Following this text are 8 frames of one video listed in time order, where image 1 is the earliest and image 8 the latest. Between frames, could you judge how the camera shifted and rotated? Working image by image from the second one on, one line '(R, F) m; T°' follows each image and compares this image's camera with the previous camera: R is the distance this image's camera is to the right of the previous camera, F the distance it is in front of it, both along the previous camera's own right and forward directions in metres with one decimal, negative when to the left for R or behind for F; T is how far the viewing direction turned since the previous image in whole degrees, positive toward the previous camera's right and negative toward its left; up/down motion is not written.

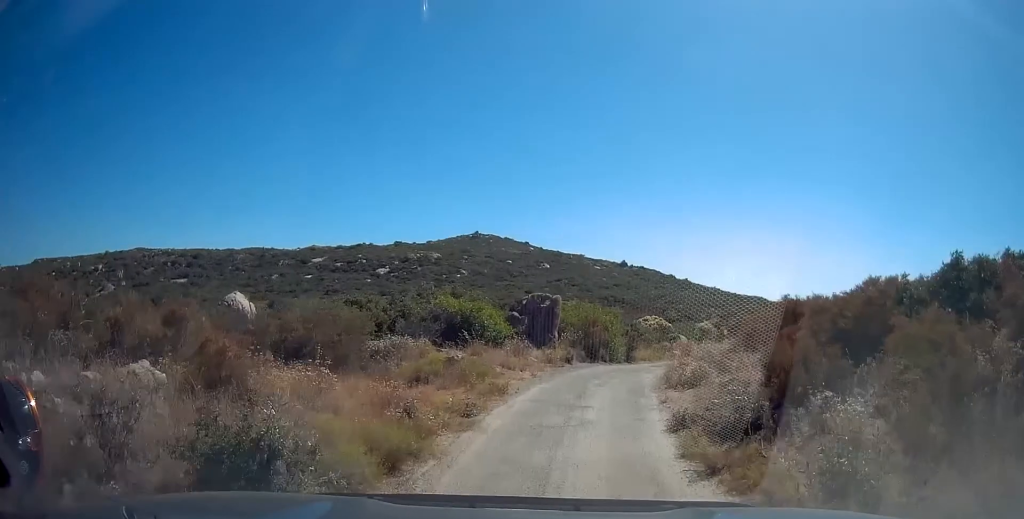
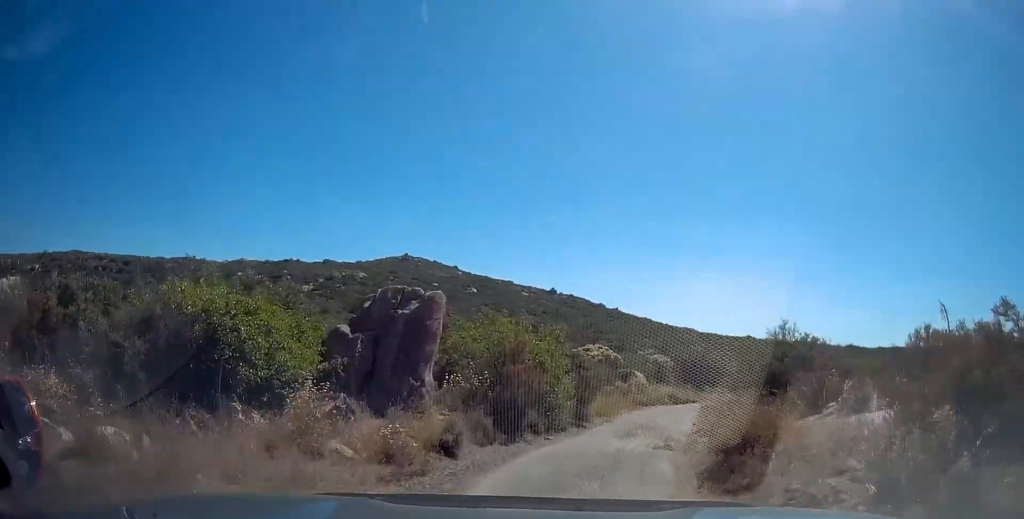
(+0.9, +15.4) m; +9°
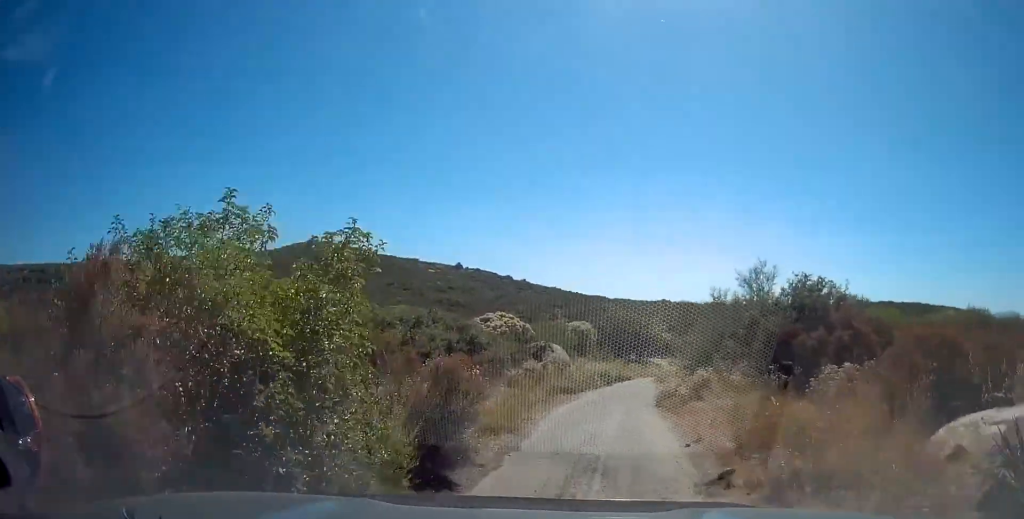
(+0.8, +10.4) m; +6°
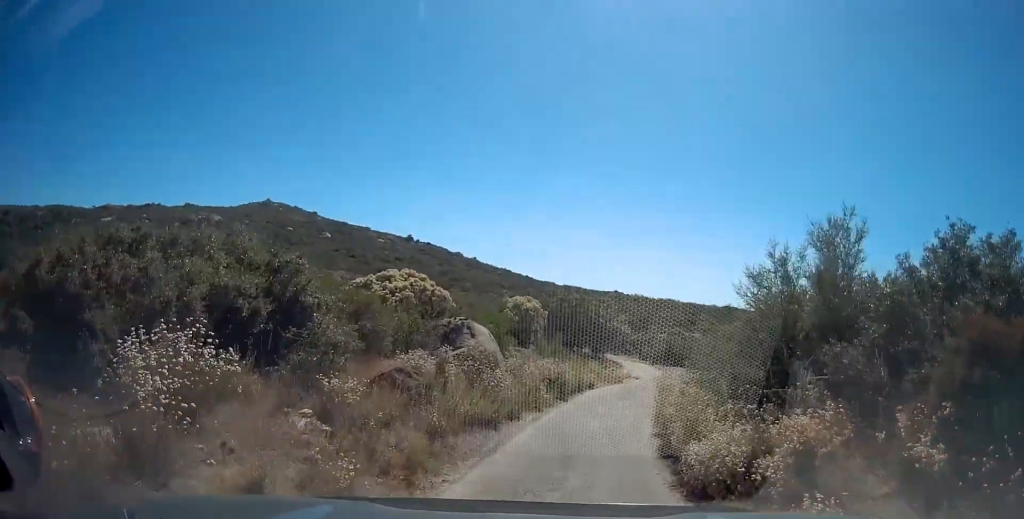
(+0.4, +11.4) m; +6°
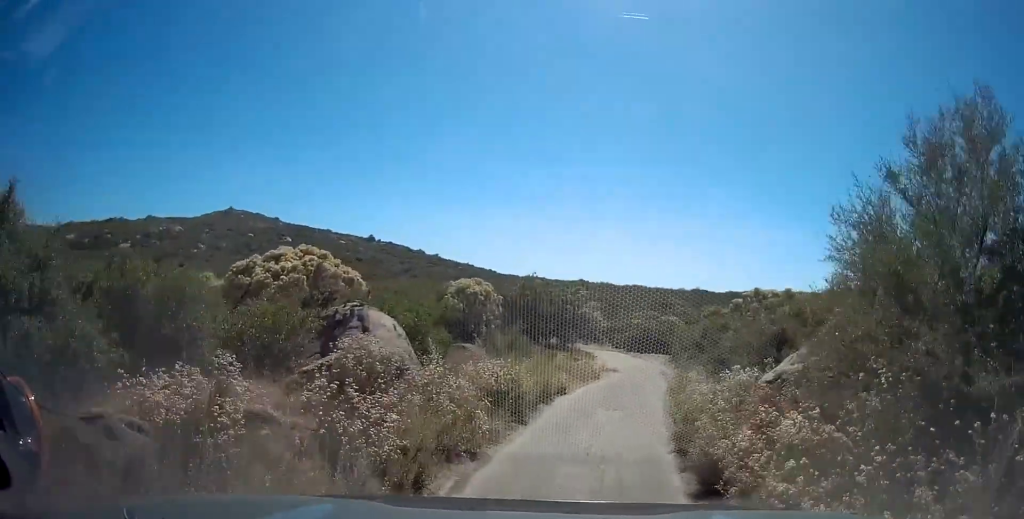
(+0.3, +6.6) m; +4°
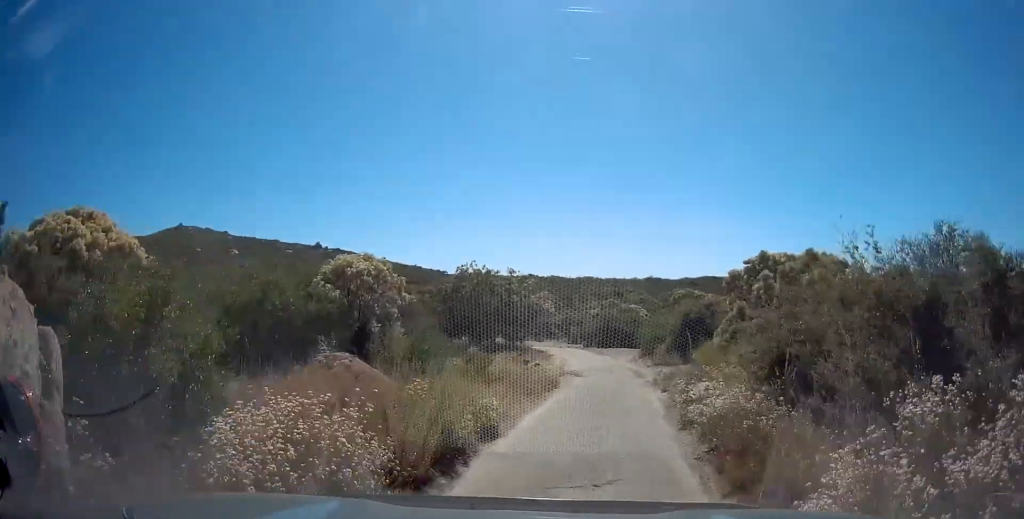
(+0.4, +7.7) m; +5°
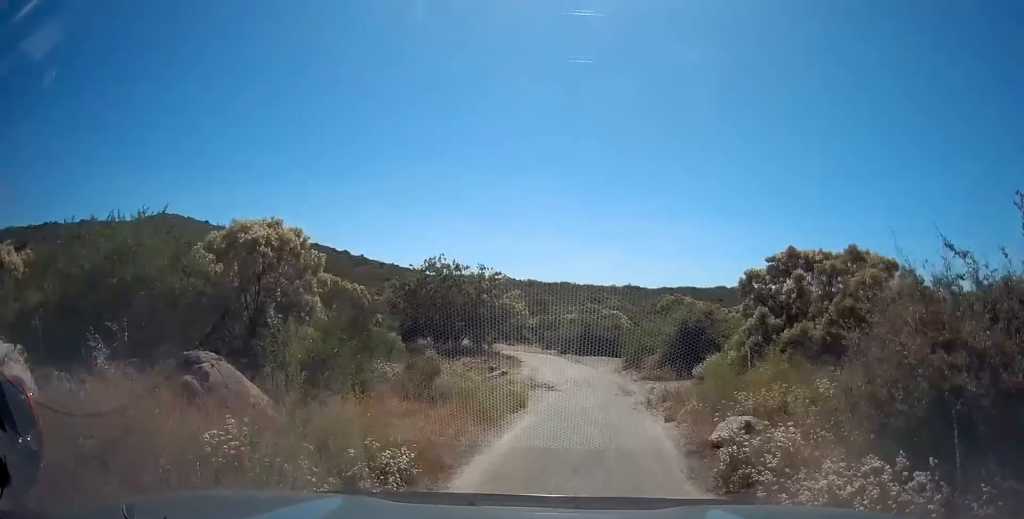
(+0.1, +4.4) m; +1°
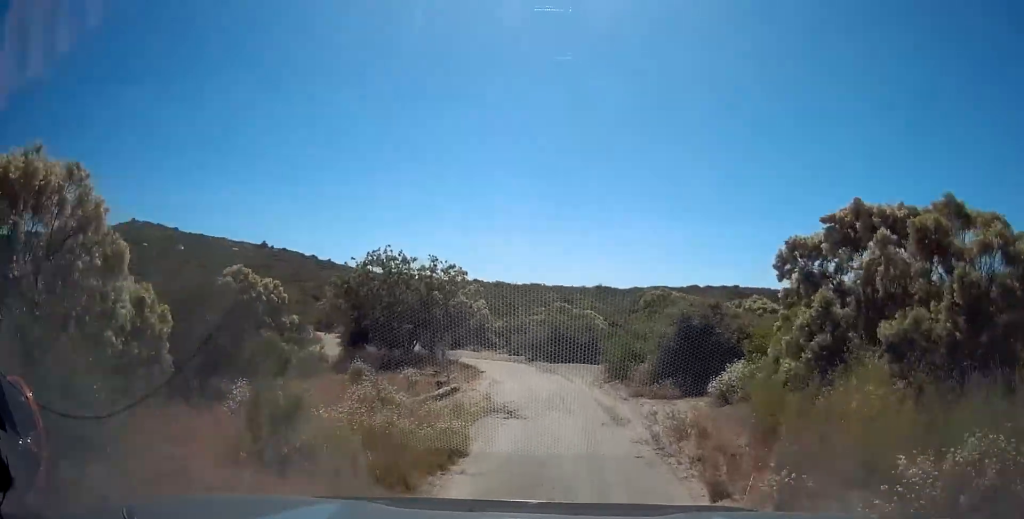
(+0.1, +5.8) m; +1°
